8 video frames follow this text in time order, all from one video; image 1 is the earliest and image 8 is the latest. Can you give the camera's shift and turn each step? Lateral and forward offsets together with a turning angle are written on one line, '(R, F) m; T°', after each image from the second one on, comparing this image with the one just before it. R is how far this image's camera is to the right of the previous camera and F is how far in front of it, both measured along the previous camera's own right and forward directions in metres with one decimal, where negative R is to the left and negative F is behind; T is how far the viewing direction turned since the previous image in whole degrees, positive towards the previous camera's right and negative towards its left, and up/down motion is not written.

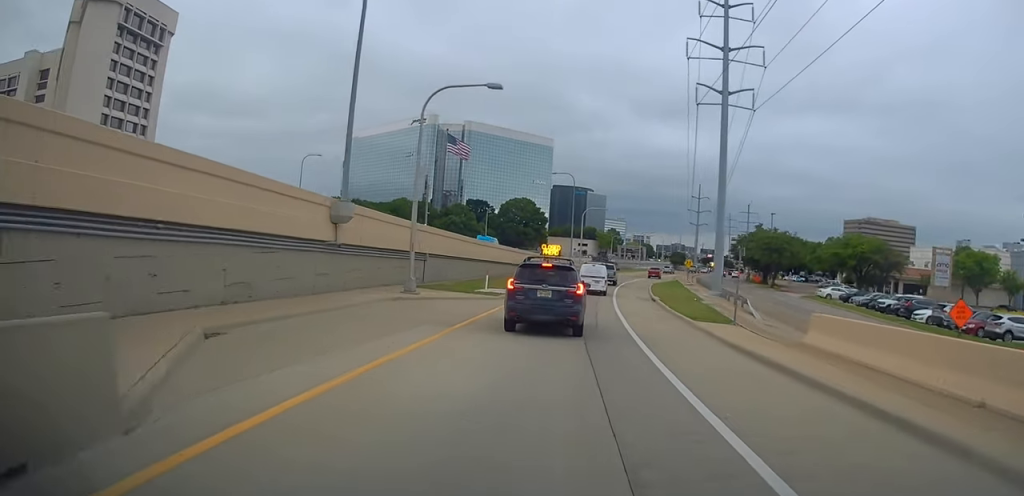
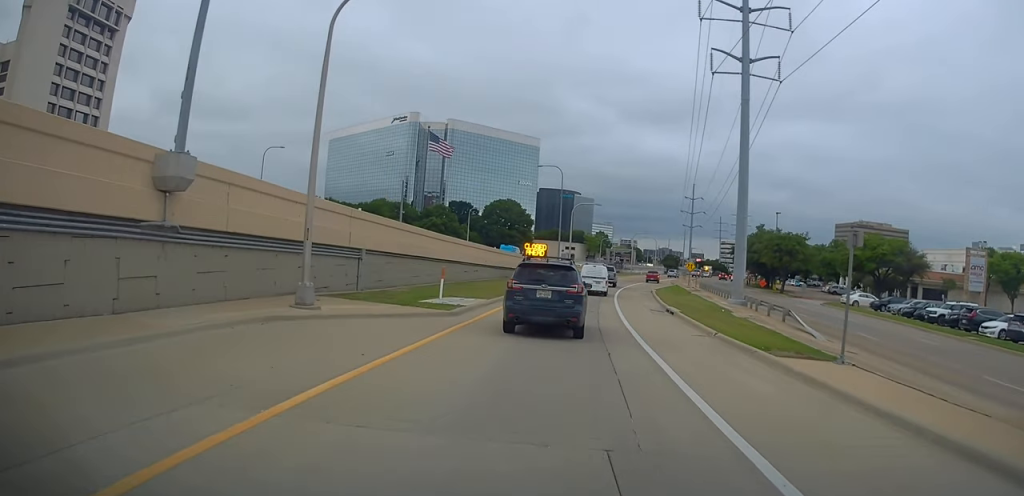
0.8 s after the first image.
(-0.3, +9.9) m; 0°
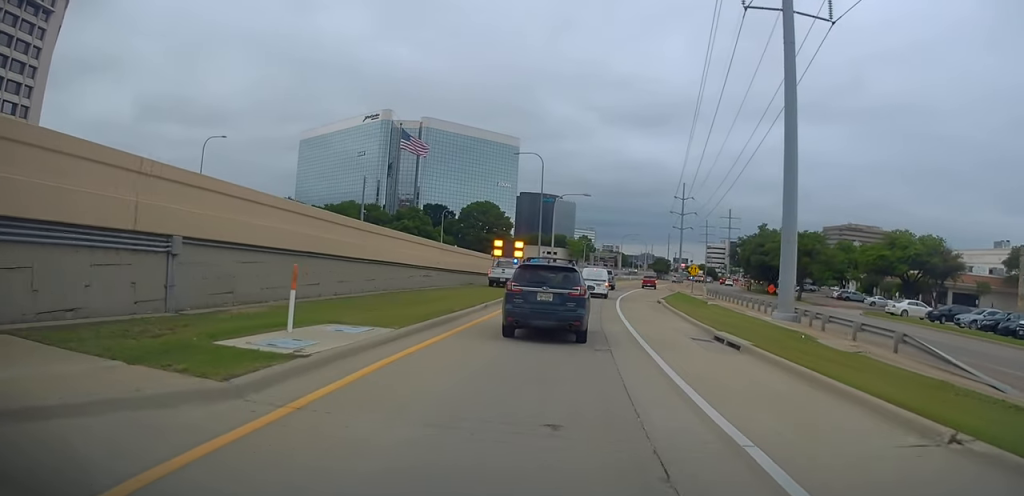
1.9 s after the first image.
(+0.2, +12.5) m; 0°
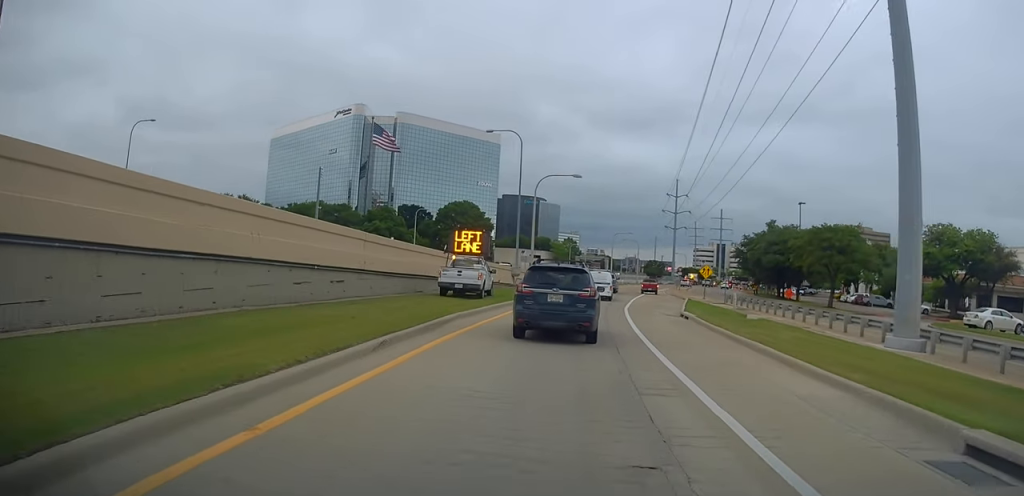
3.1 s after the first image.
(-0.4, +13.2) m; 0°
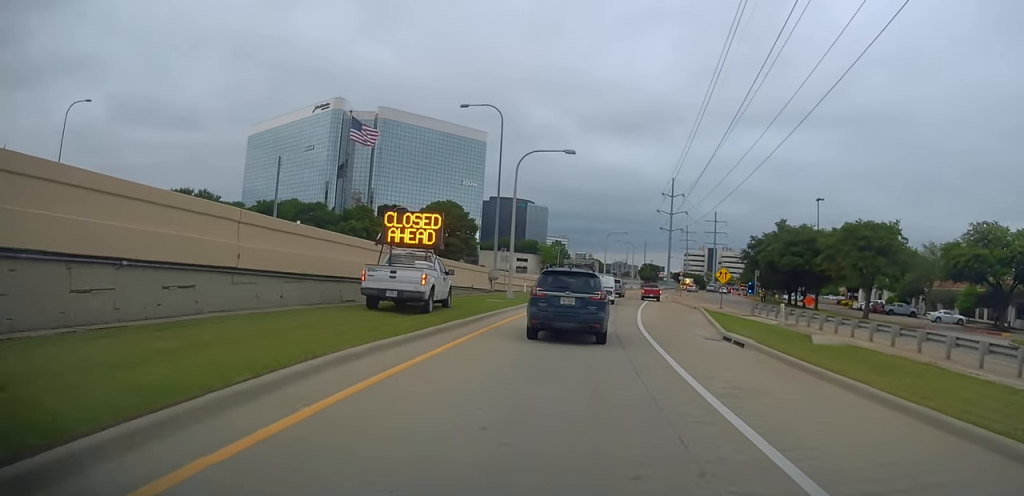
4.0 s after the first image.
(+0.5, +10.1) m; +3°
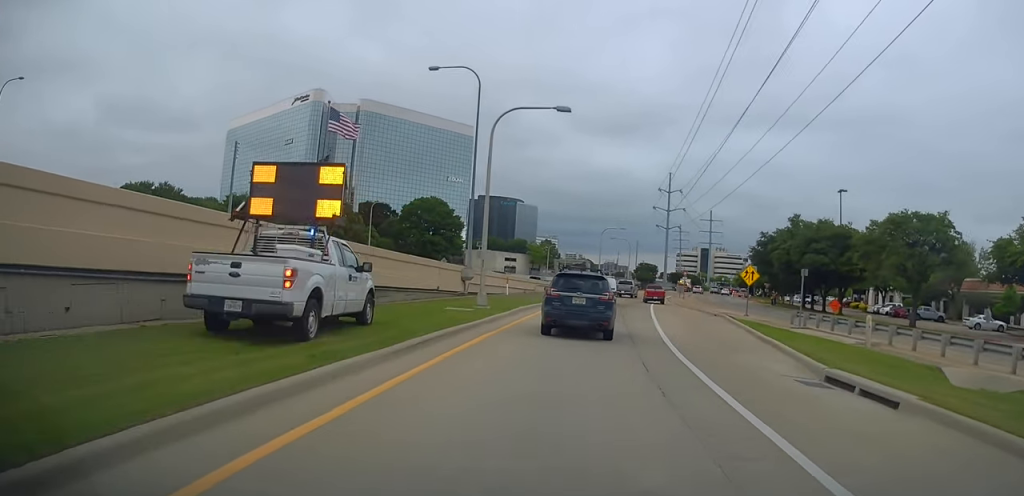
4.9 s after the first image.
(+0.2, +9.3) m; +1°
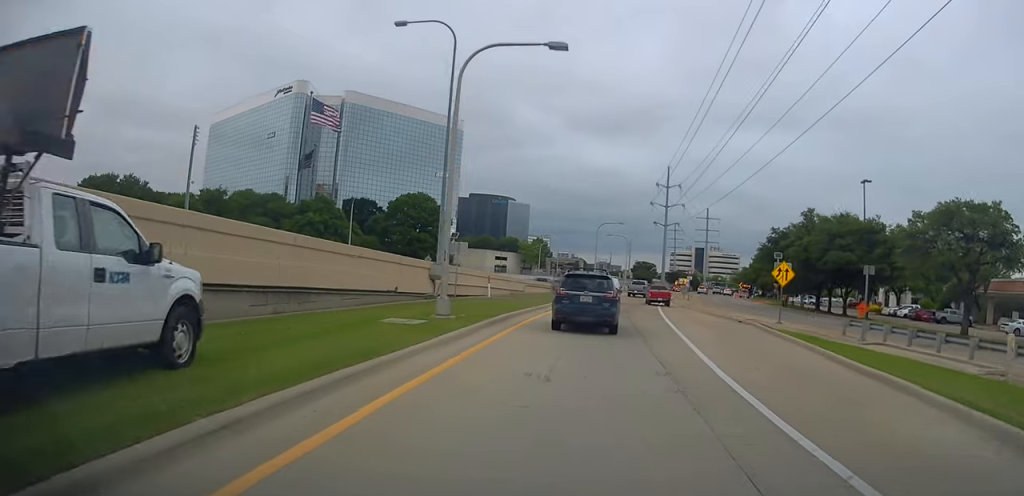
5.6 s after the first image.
(0.0, +7.4) m; 0°
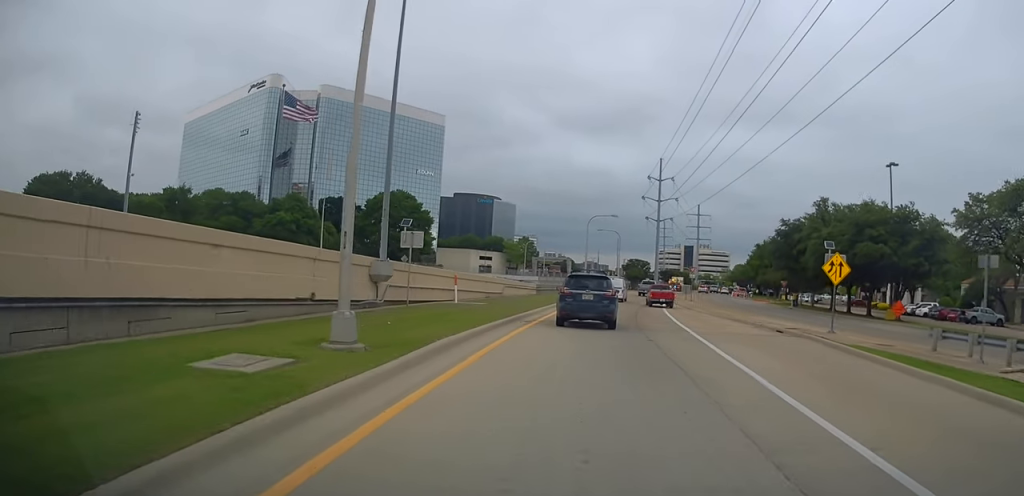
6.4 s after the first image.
(0.0, +8.0) m; 0°
